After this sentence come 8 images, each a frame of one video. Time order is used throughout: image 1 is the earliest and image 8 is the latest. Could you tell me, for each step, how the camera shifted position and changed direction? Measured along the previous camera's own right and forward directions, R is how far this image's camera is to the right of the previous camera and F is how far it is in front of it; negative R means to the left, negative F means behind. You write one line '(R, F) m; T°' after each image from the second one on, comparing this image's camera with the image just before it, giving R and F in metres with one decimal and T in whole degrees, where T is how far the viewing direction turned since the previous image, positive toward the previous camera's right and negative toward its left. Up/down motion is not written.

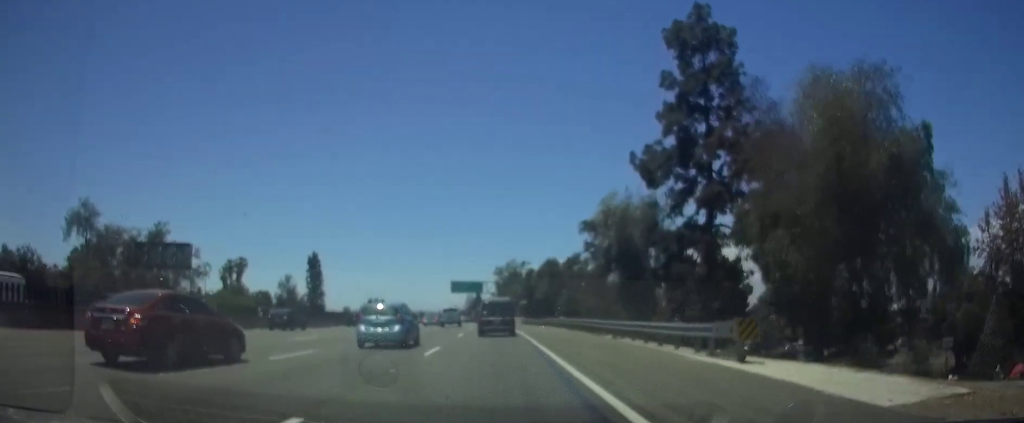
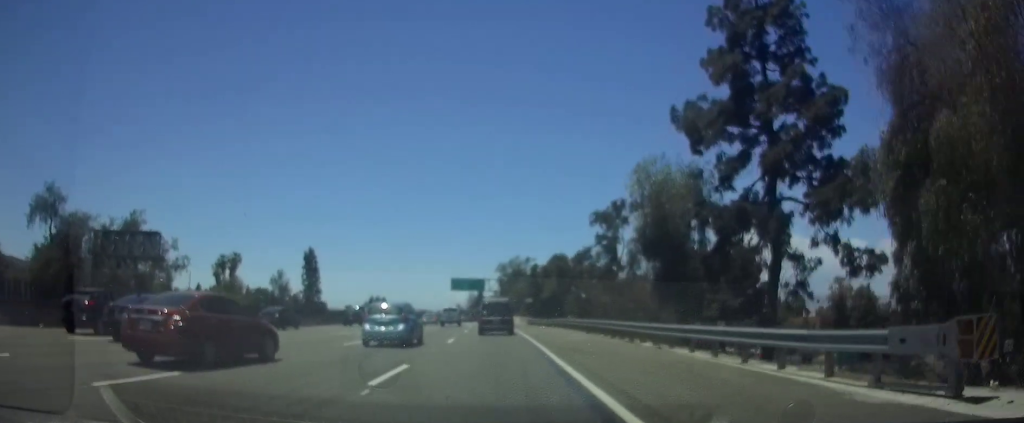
(-0.1, +7.8) m; 0°
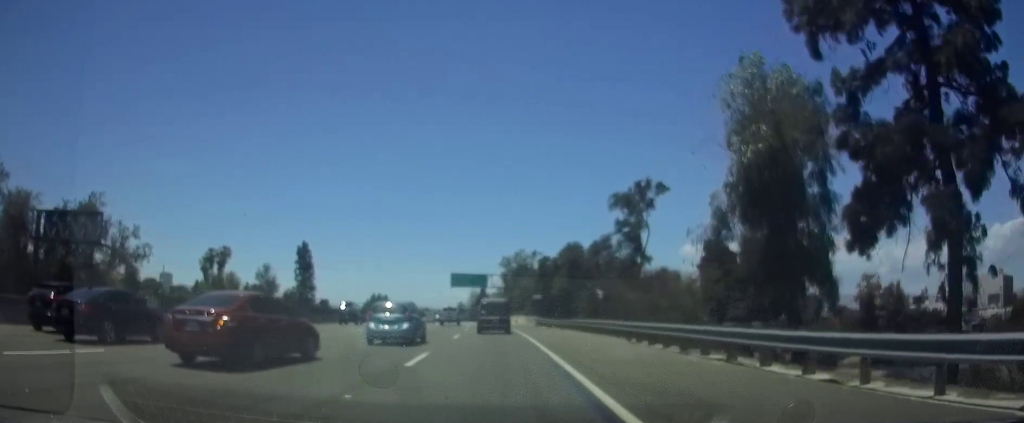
(0.0, +11.1) m; 0°
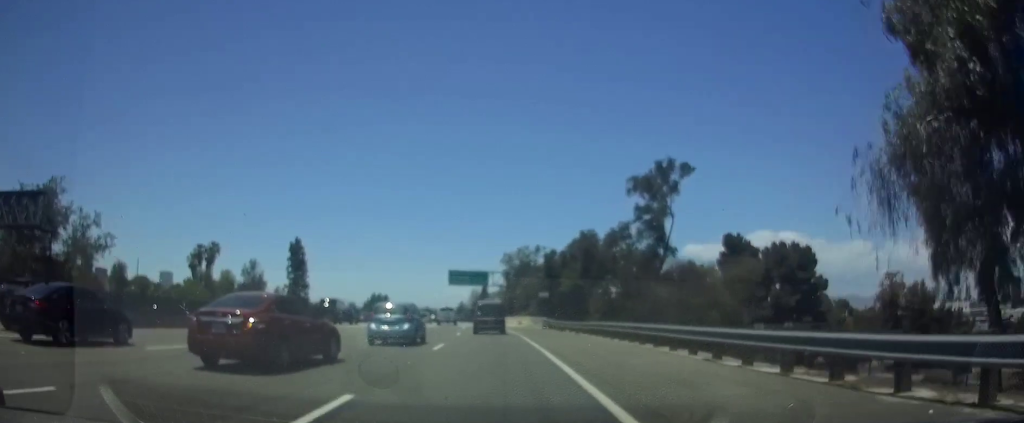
(0.0, +8.6) m; 0°
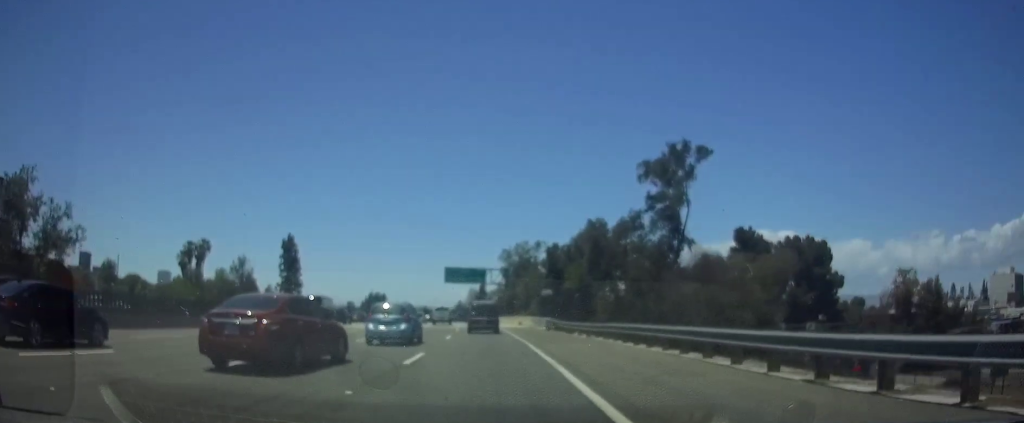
(0.0, +5.3) m; -1°
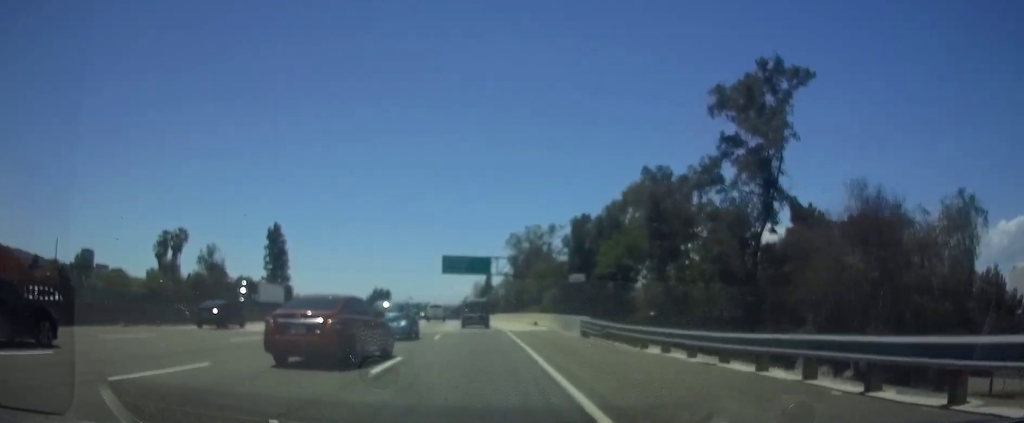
(-0.3, +16.7) m; -1°
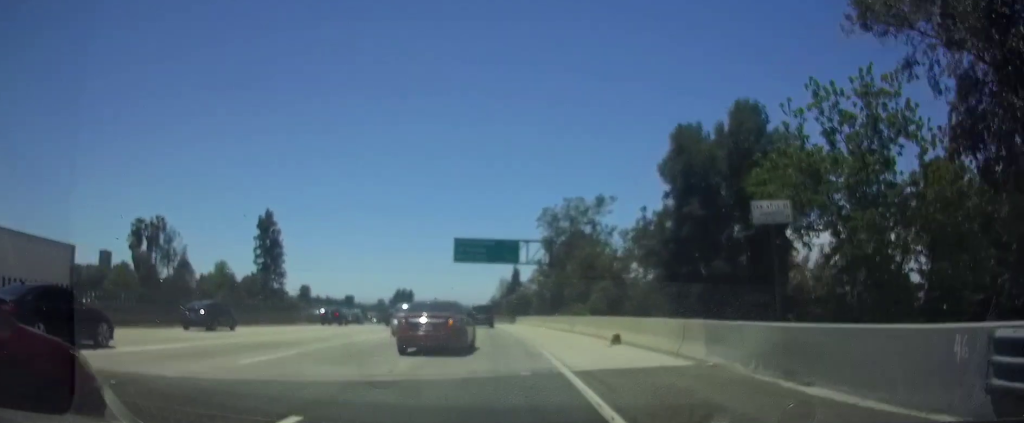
(-0.6, +23.7) m; -3°
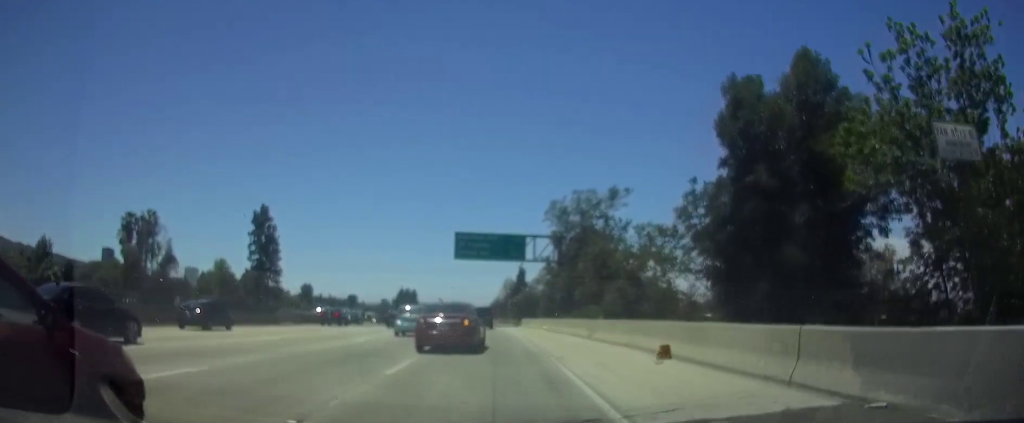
(0.0, +5.9) m; 0°
